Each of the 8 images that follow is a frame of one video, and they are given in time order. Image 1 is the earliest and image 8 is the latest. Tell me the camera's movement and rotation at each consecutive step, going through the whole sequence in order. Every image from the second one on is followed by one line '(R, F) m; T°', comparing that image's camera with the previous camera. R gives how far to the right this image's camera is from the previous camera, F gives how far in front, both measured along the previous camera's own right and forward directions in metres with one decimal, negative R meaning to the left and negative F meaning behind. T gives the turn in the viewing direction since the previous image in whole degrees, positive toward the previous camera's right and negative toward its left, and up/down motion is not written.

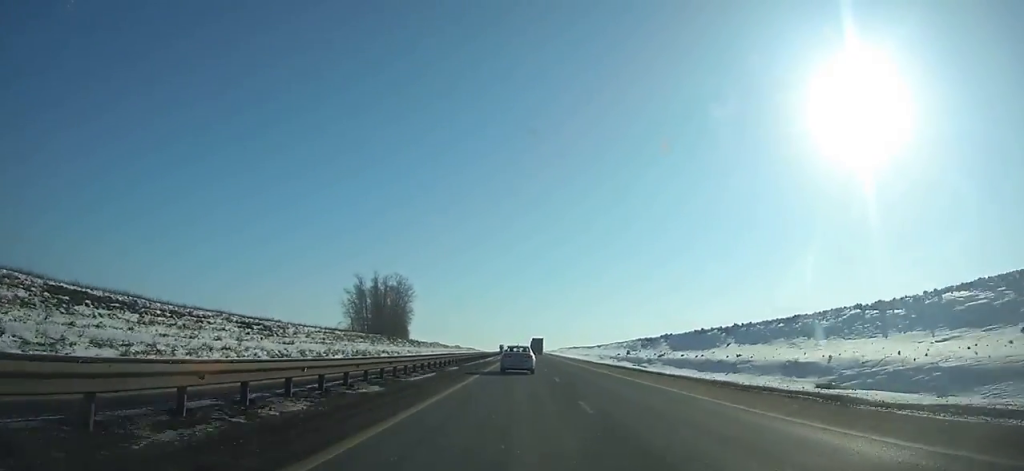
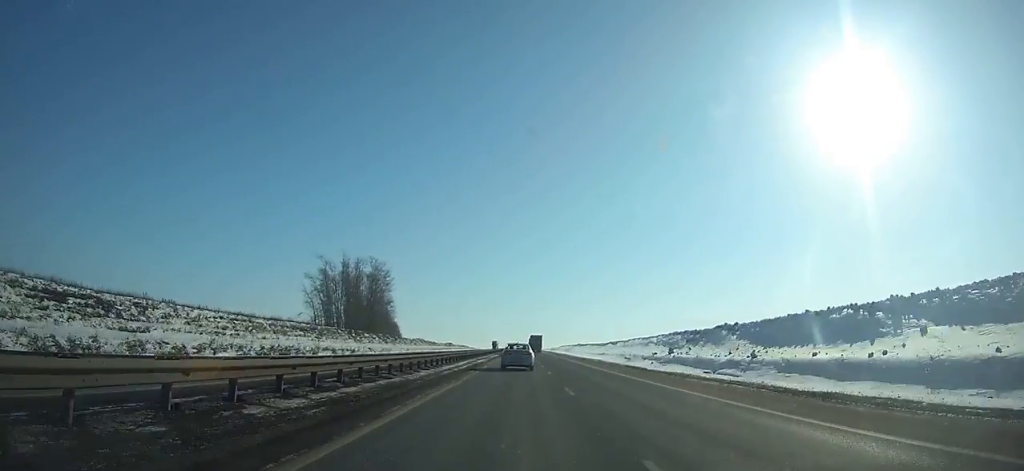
(0.0, +32.0) m; 0°
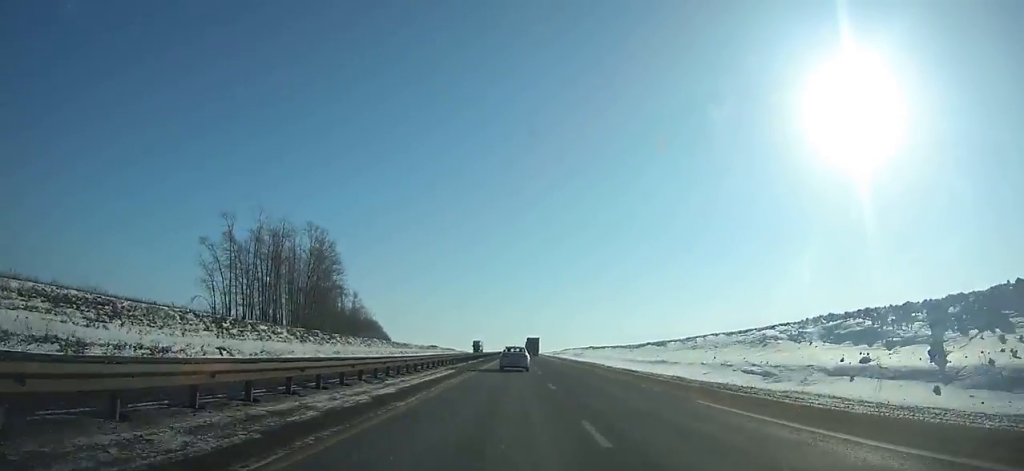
(-0.2, +50.4) m; 0°
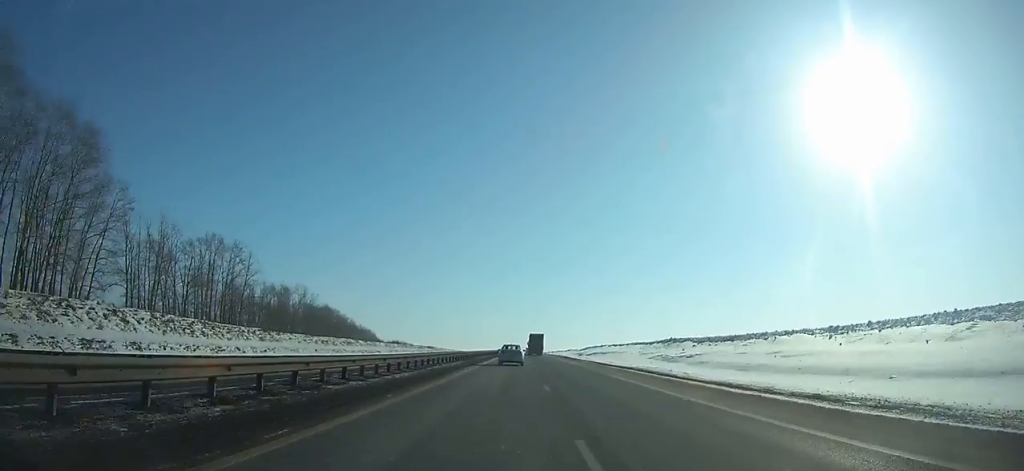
(-0.4, +97.9) m; 0°
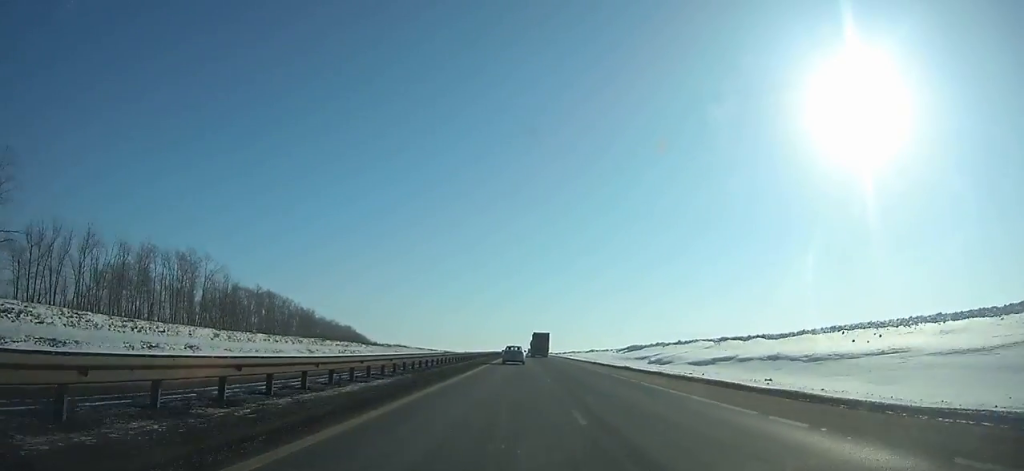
(+0.1, +79.5) m; 0°
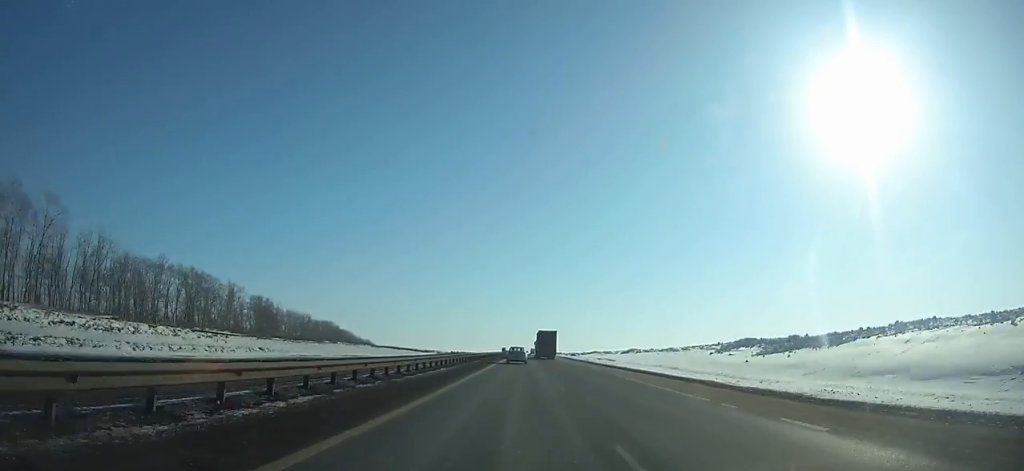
(-0.1, +64.0) m; 0°
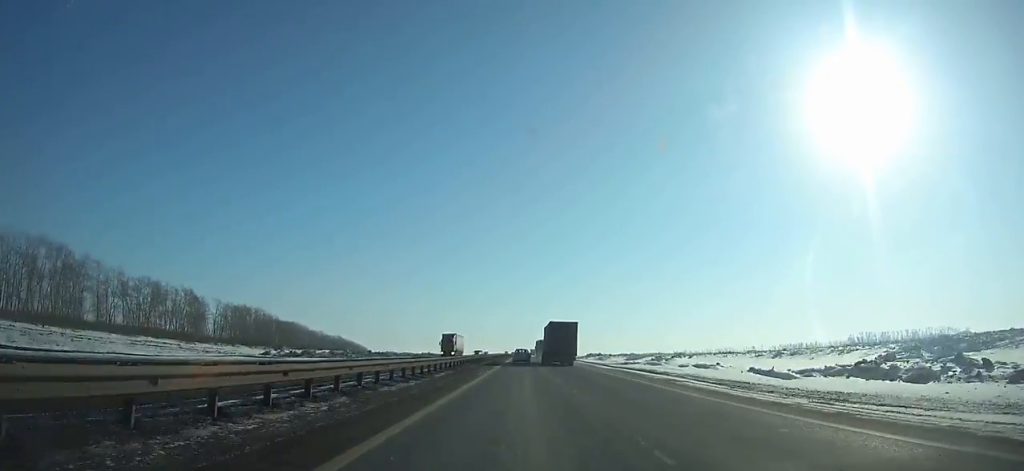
(+0.3, +144.1) m; 0°
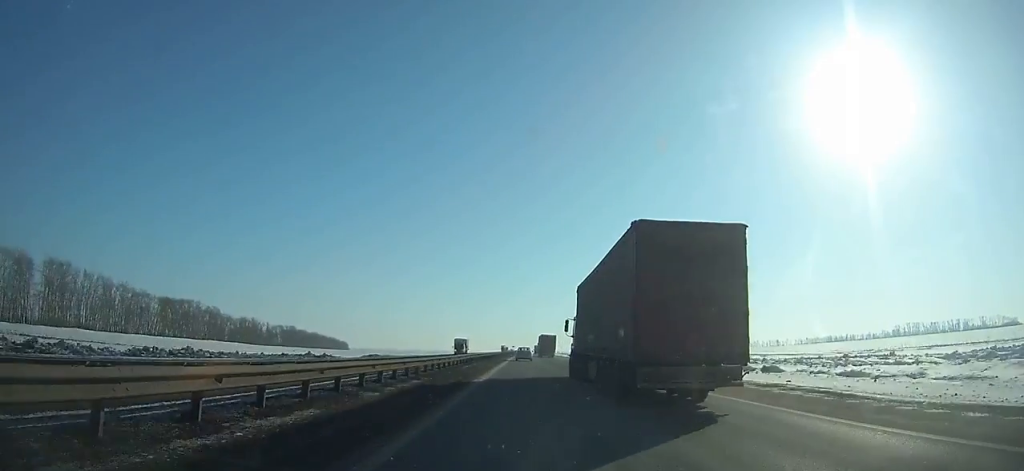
(+0.4, +175.1) m; 0°
